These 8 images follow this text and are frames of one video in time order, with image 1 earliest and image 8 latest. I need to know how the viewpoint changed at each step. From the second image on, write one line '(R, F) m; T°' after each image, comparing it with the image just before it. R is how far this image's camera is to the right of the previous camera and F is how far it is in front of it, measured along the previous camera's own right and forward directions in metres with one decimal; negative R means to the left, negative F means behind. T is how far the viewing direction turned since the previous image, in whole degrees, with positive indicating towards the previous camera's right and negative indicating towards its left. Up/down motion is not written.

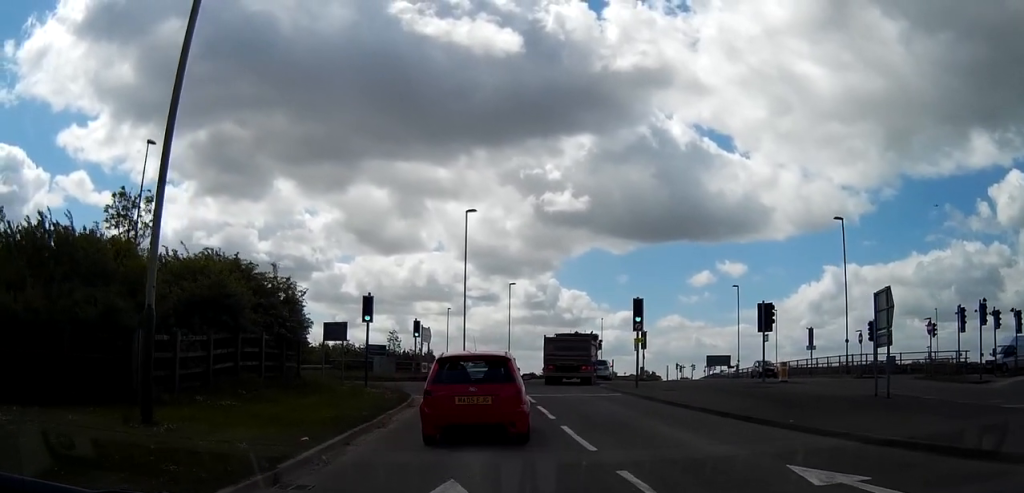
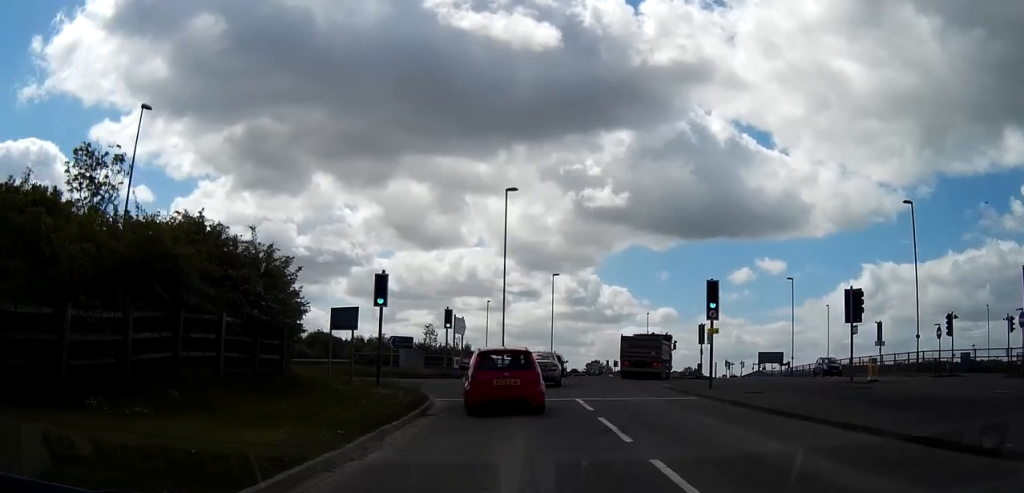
(+0.1, +5.0) m; +2°
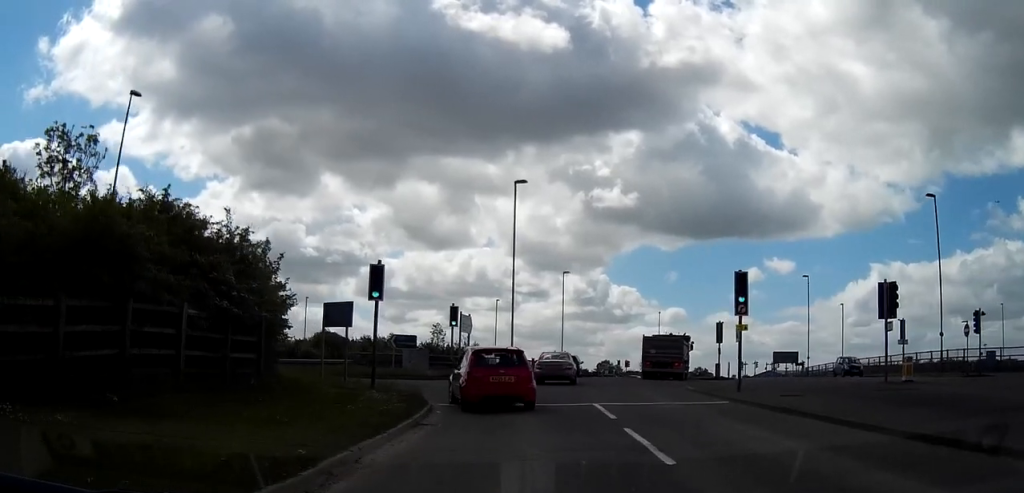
(0.0, +2.4) m; 0°
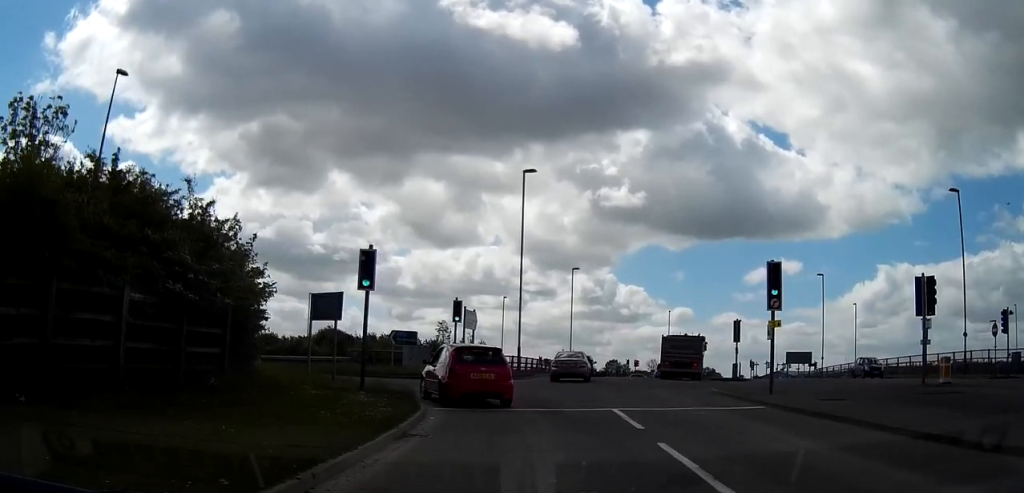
(0.0, +2.2) m; 0°
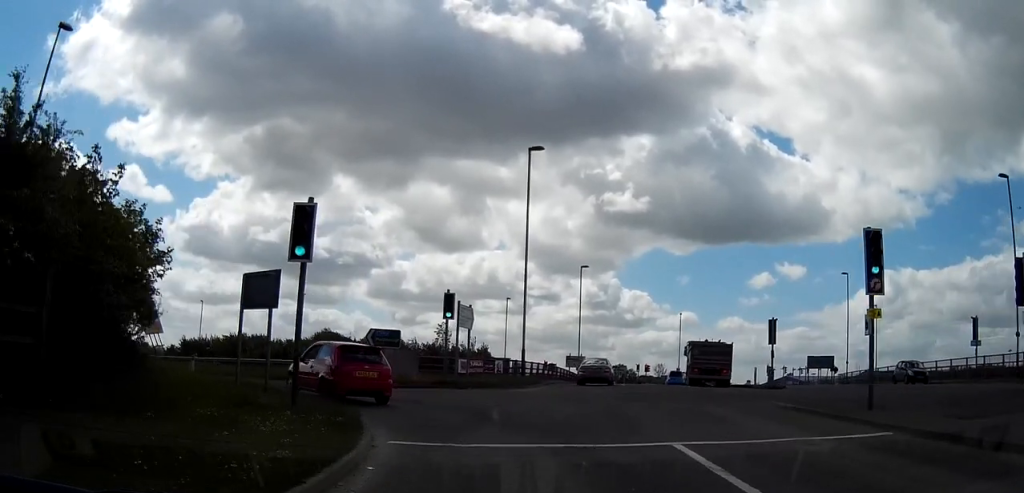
(0.0, +6.0) m; +2°
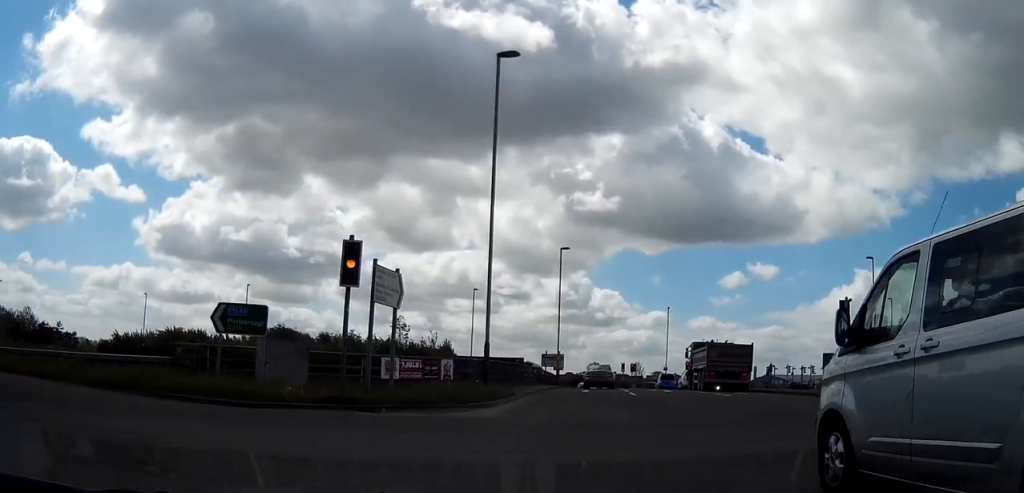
(+0.6, +12.7) m; +5°
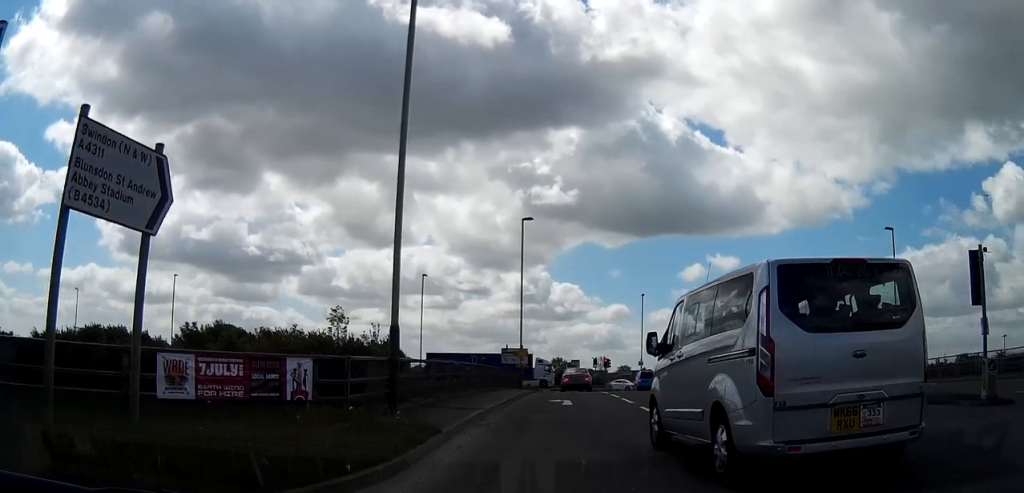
(+0.4, +11.5) m; +4°
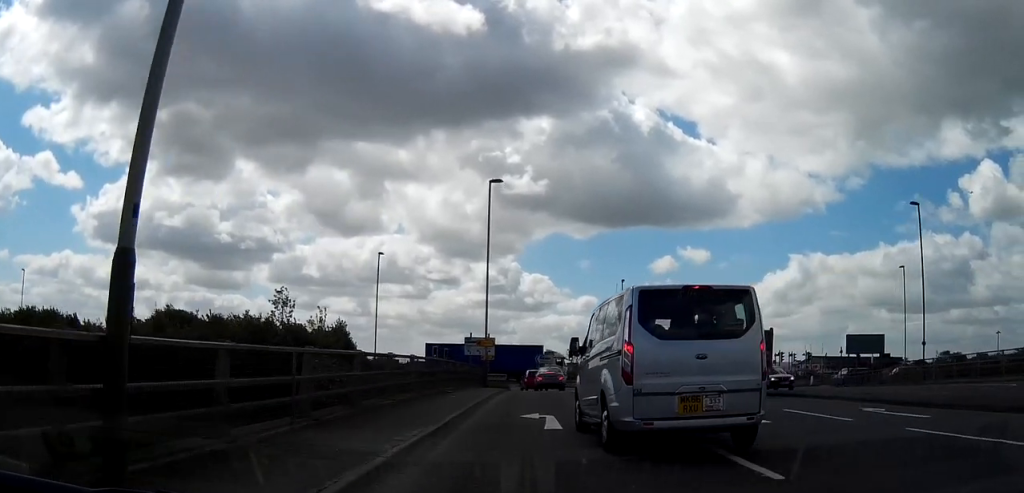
(+0.2, +8.7) m; +2°
